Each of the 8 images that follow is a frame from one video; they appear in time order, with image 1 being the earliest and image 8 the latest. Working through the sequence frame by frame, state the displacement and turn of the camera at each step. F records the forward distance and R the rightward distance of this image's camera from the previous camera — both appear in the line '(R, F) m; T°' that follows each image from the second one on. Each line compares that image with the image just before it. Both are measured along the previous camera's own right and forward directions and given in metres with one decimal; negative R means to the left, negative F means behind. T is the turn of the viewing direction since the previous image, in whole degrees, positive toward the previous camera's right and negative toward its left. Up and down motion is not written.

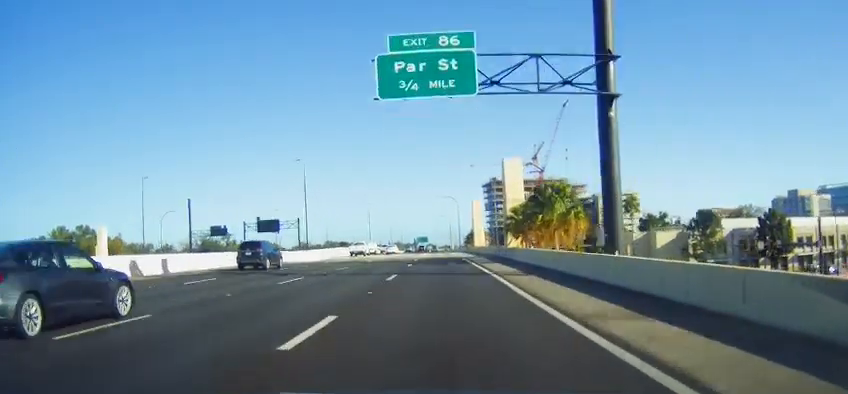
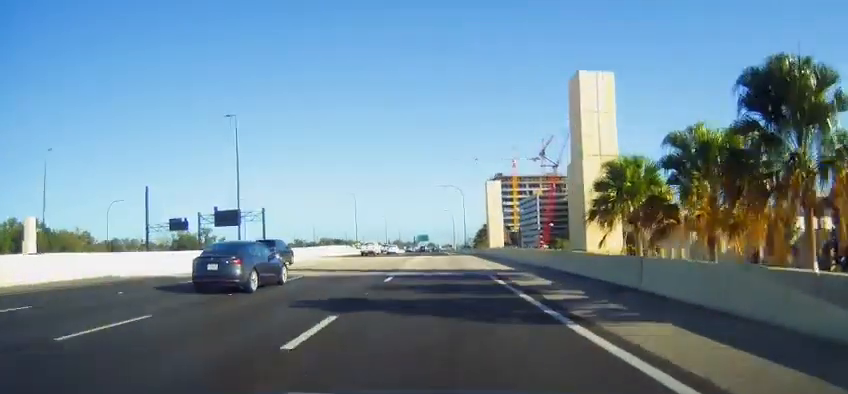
(0.0, +24.5) m; 0°
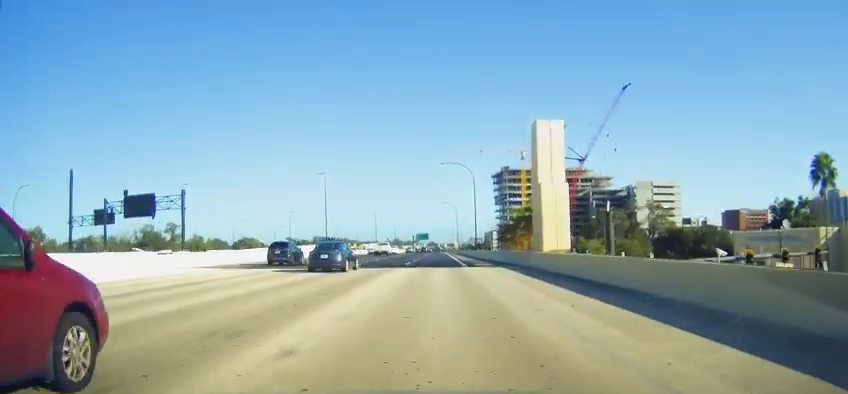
(0.0, +31.3) m; 0°
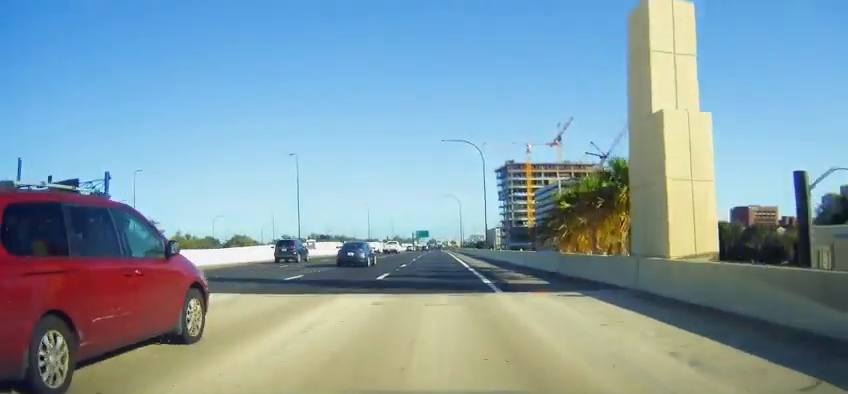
(0.0, +16.8) m; 0°
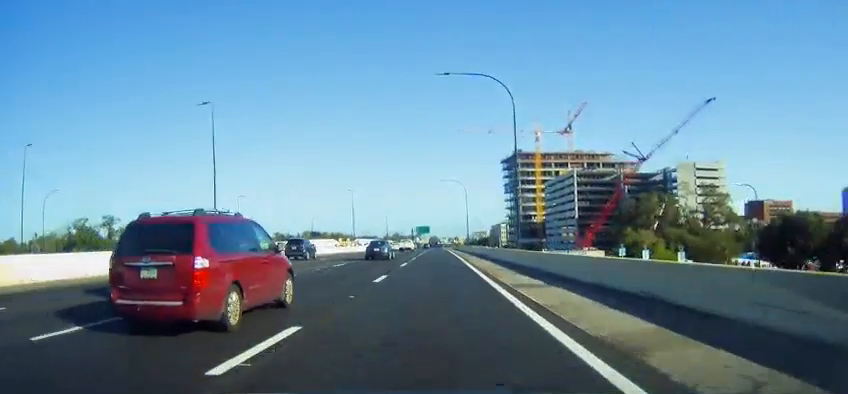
(0.0, +26.0) m; 0°
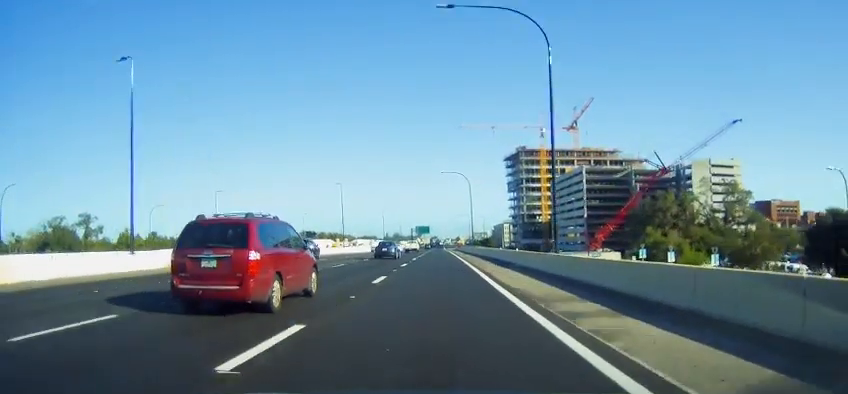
(0.0, +12.6) m; 0°
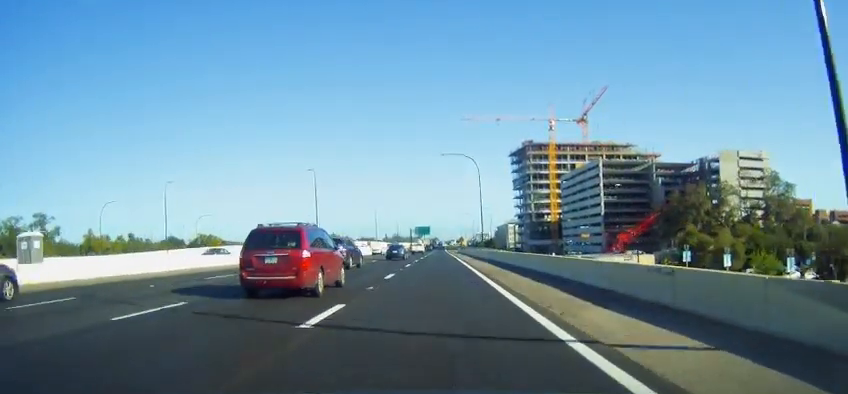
(0.0, +21.1) m; 0°
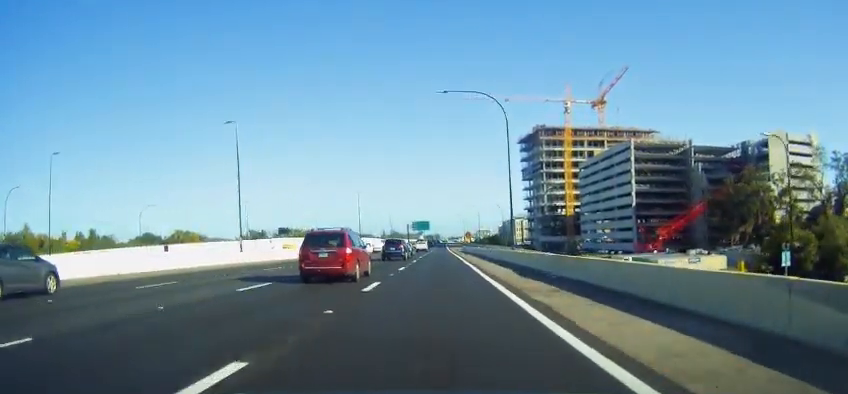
(0.0, +30.2) m; 0°
